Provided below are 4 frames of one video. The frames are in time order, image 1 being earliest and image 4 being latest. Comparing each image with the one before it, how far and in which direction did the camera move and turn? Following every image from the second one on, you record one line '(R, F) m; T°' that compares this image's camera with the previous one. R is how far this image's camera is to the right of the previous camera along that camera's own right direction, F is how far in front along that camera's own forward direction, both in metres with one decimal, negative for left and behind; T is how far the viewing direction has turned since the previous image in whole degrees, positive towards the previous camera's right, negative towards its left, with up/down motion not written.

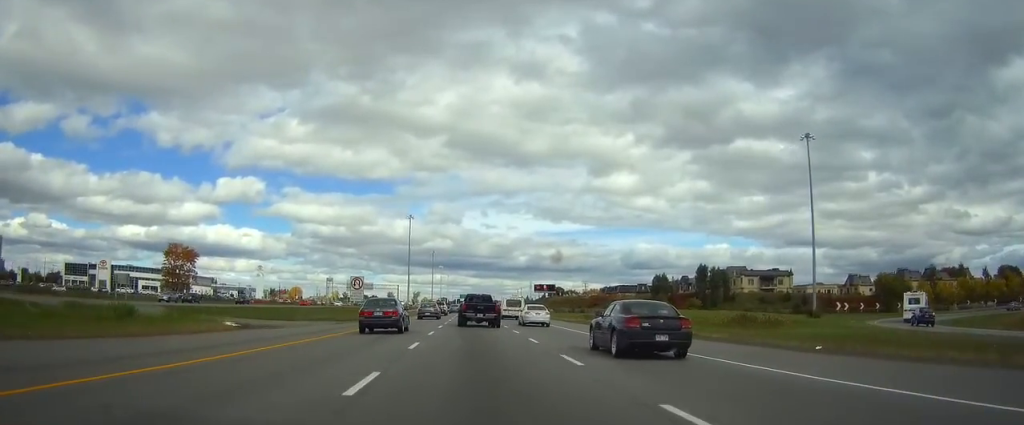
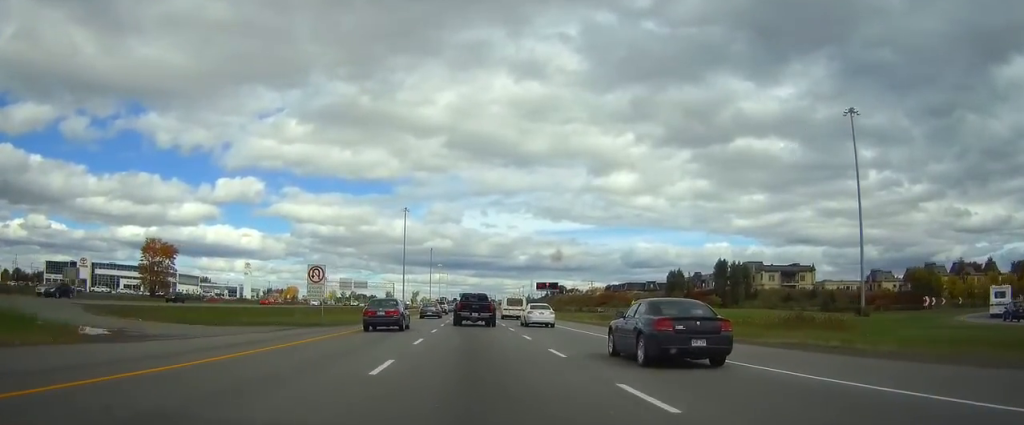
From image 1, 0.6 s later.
(0.0, +15.7) m; 0°
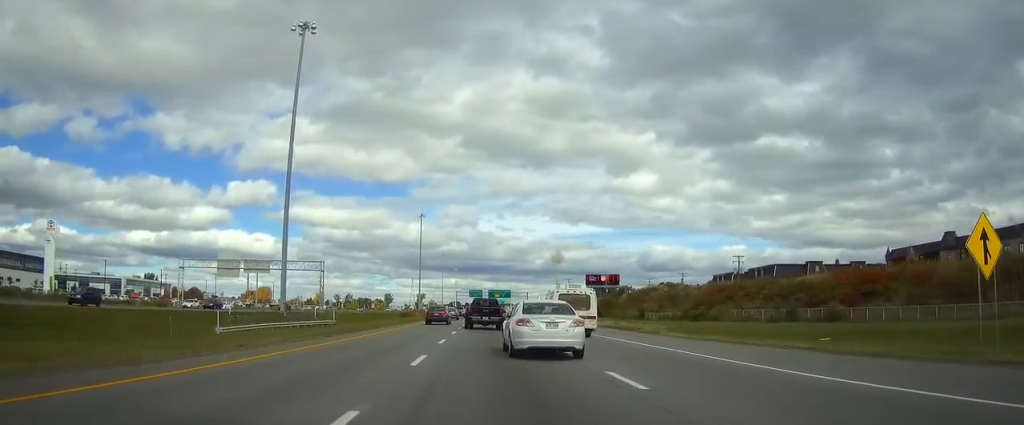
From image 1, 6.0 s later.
(-0.9, +142.3) m; -1°
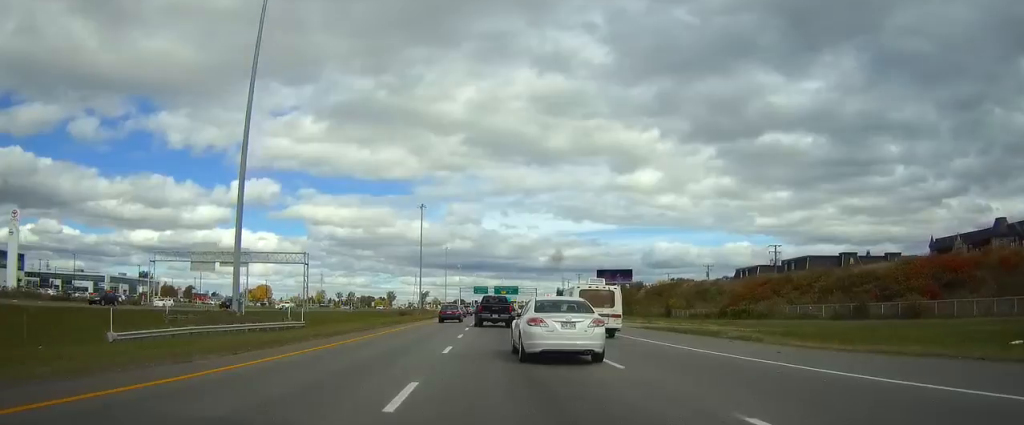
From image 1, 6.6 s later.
(0.0, +15.1) m; 0°
